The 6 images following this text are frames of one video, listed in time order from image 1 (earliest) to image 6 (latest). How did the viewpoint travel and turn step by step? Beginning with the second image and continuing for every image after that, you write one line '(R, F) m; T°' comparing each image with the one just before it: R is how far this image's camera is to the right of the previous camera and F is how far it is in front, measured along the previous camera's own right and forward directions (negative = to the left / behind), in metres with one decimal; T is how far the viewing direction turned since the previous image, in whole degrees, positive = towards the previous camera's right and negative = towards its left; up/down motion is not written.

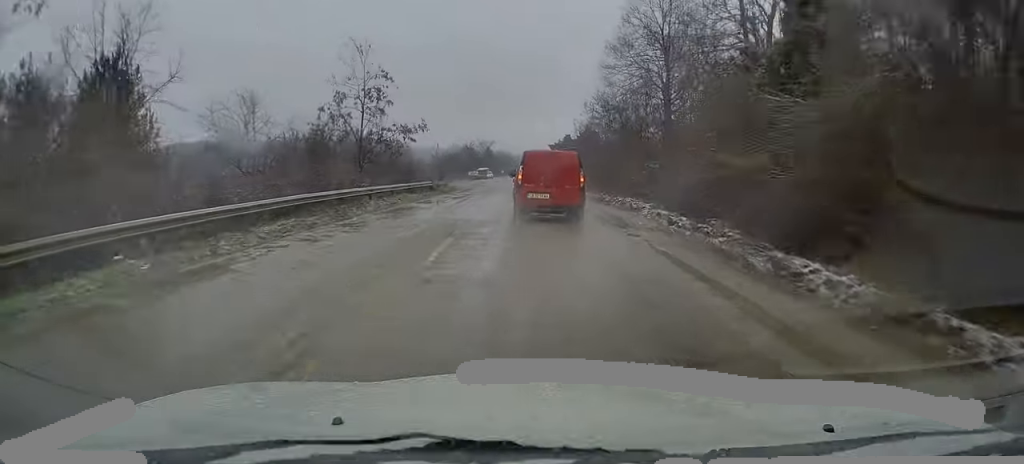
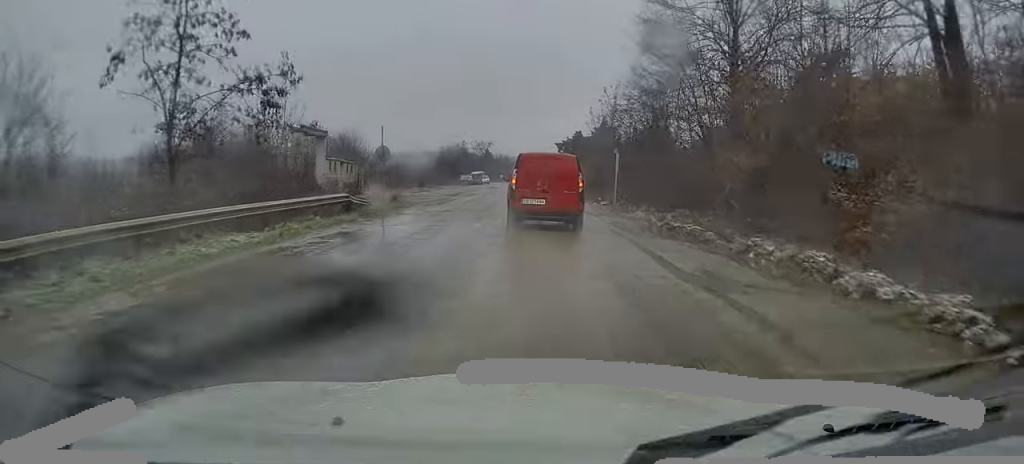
(-0.4, +19.0) m; -1°
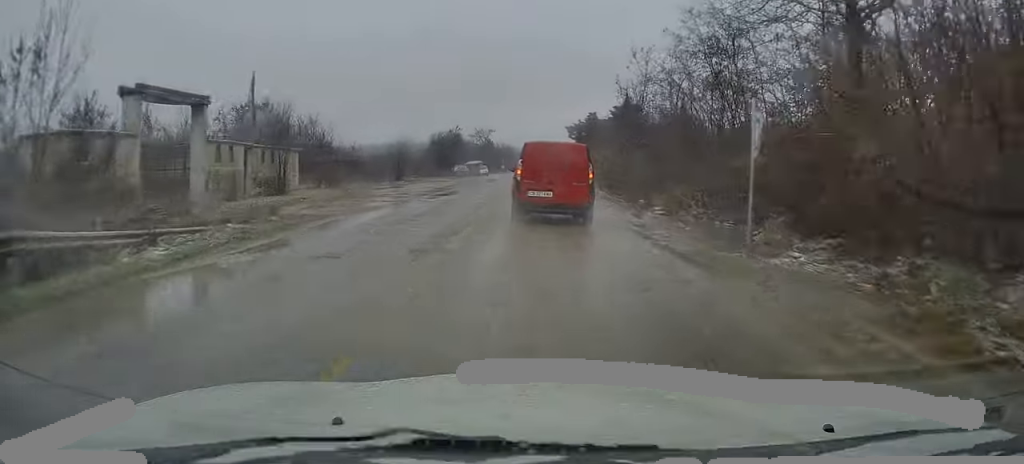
(+0.1, +14.5) m; +1°
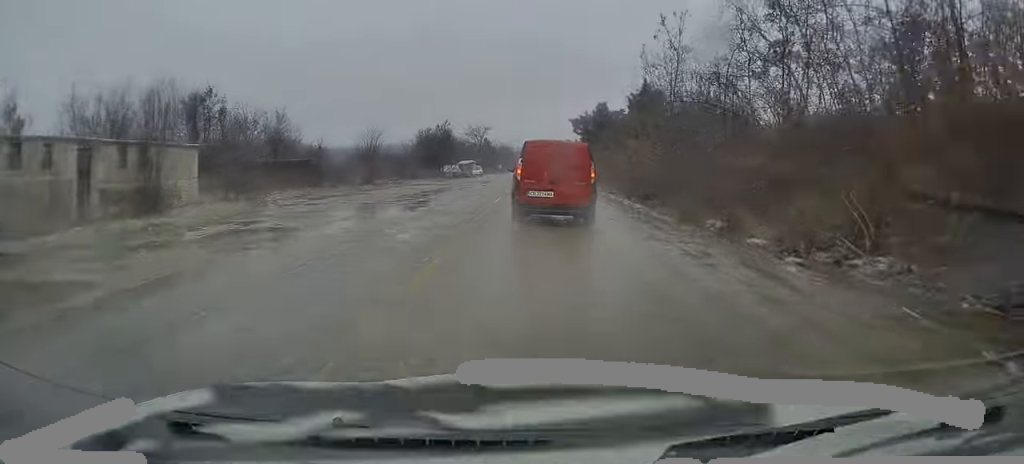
(0.0, +10.7) m; 0°
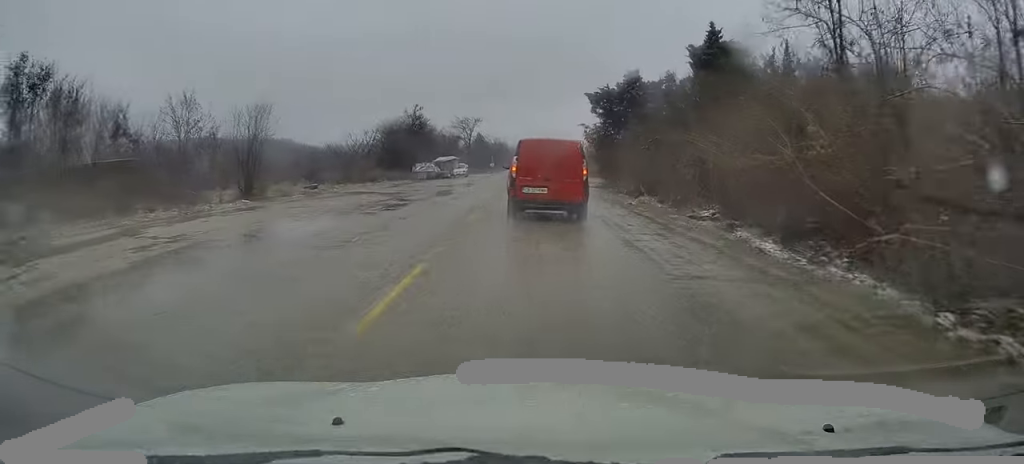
(0.0, +20.1) m; 0°
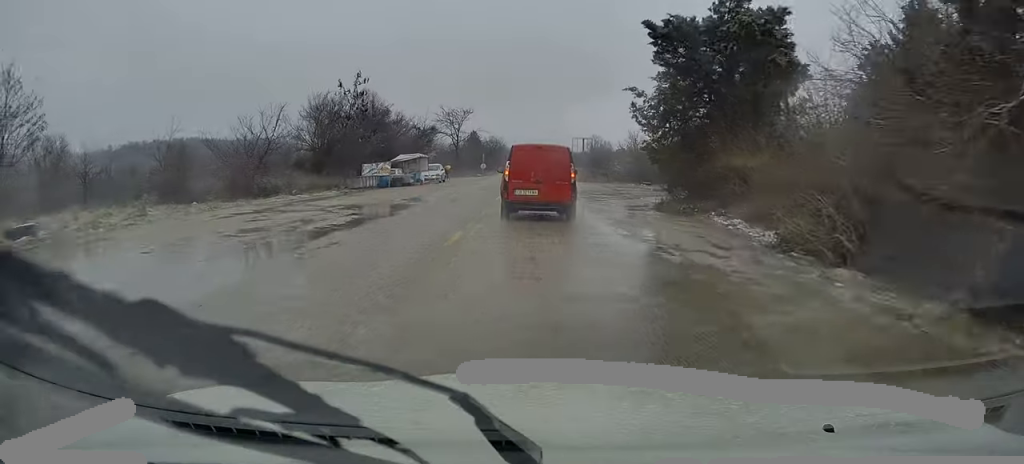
(-0.1, +21.7) m; -1°
